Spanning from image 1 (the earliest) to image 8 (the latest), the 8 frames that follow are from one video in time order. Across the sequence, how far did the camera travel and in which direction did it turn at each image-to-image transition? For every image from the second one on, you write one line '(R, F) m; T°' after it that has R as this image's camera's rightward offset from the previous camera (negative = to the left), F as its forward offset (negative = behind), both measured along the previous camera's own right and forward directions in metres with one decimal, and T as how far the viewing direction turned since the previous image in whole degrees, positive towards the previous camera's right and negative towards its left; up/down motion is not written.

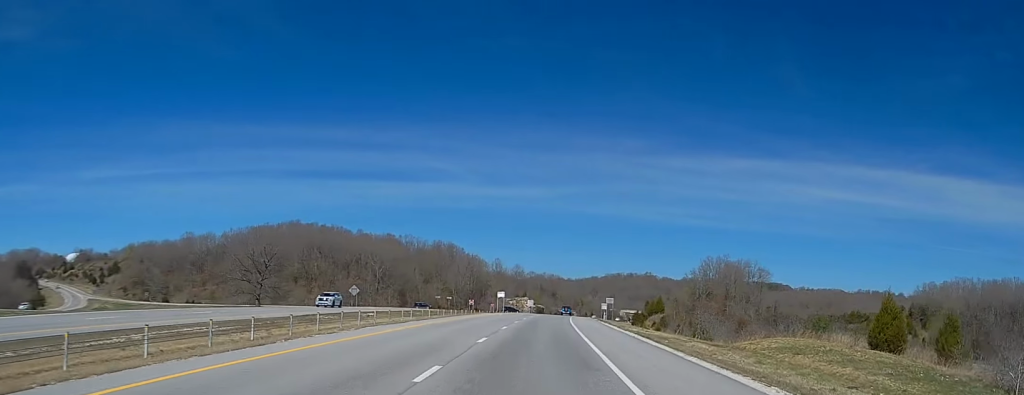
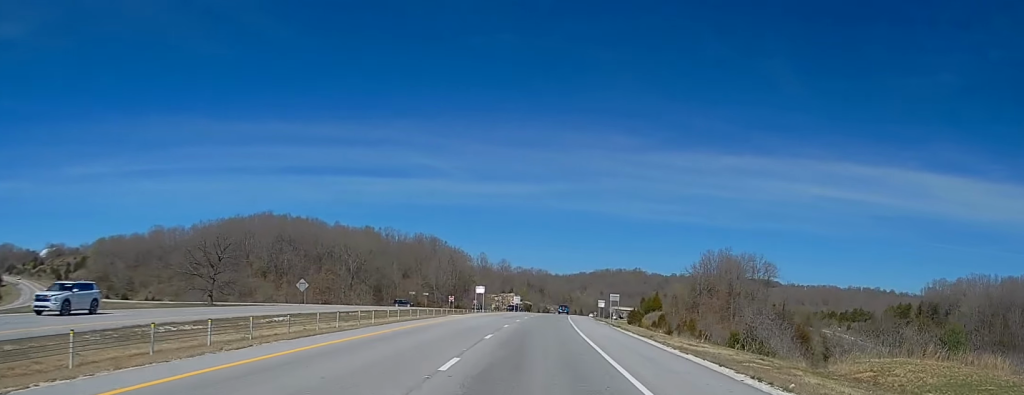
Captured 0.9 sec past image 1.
(+0.1, +22.1) m; +1°
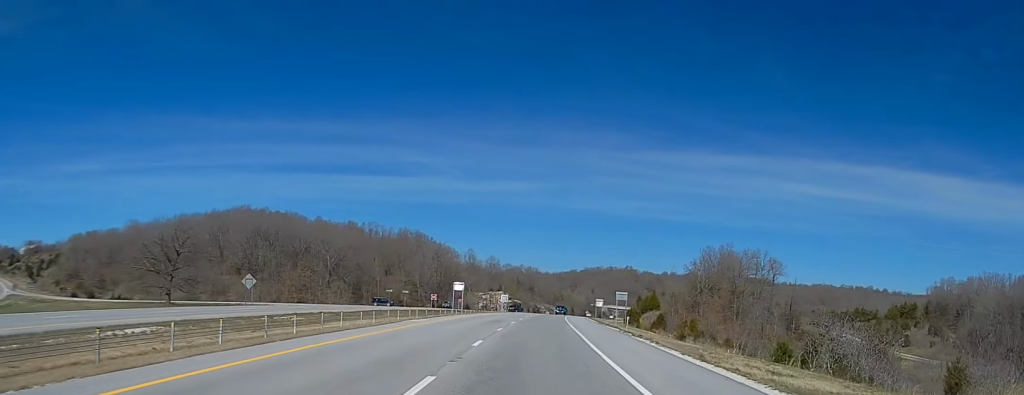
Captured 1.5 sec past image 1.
(0.0, +16.2) m; +1°
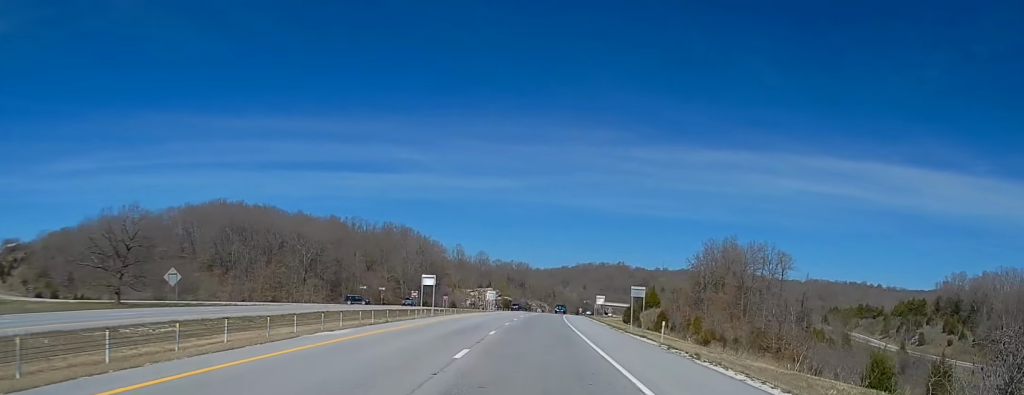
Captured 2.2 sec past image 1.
(+0.2, +17.0) m; +1°
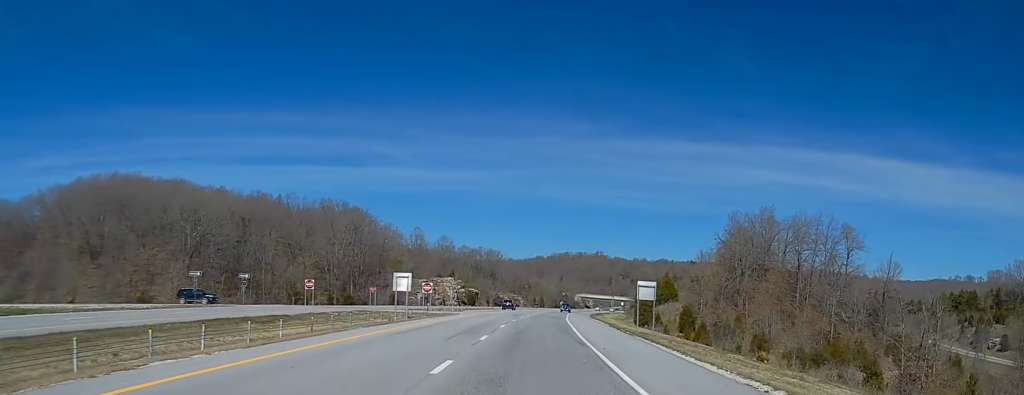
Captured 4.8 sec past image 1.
(+0.9, +64.2) m; +1°
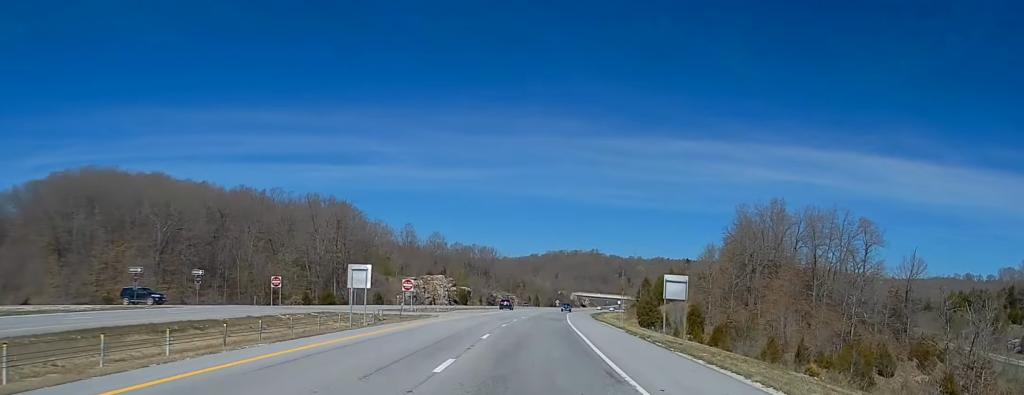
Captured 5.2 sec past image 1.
(+0.1, +11.8) m; 0°
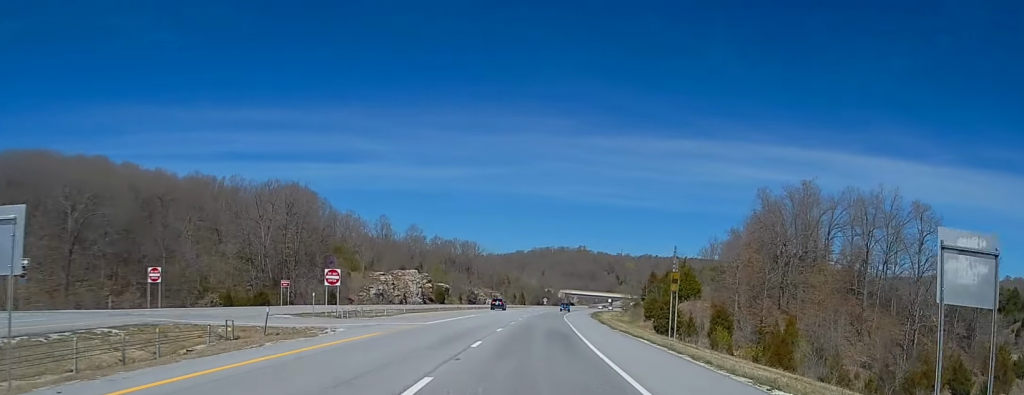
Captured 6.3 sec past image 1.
(0.0, +28.1) m; +2°
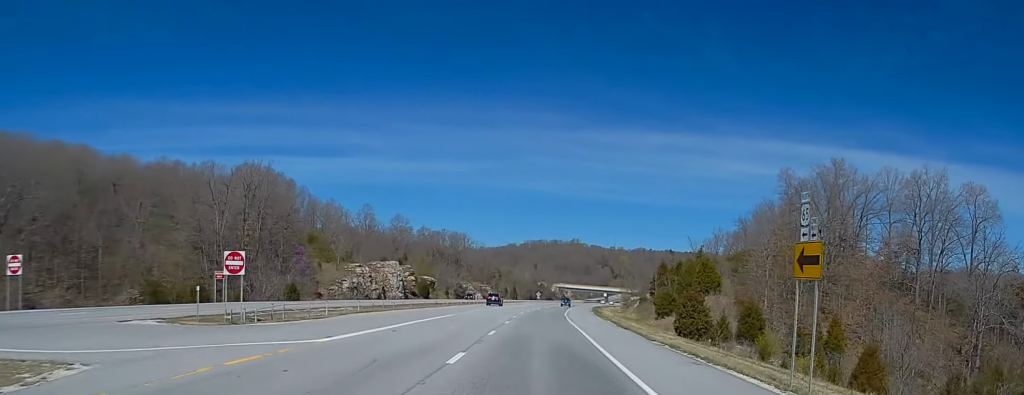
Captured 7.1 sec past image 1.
(+0.6, +18.9) m; +1°
